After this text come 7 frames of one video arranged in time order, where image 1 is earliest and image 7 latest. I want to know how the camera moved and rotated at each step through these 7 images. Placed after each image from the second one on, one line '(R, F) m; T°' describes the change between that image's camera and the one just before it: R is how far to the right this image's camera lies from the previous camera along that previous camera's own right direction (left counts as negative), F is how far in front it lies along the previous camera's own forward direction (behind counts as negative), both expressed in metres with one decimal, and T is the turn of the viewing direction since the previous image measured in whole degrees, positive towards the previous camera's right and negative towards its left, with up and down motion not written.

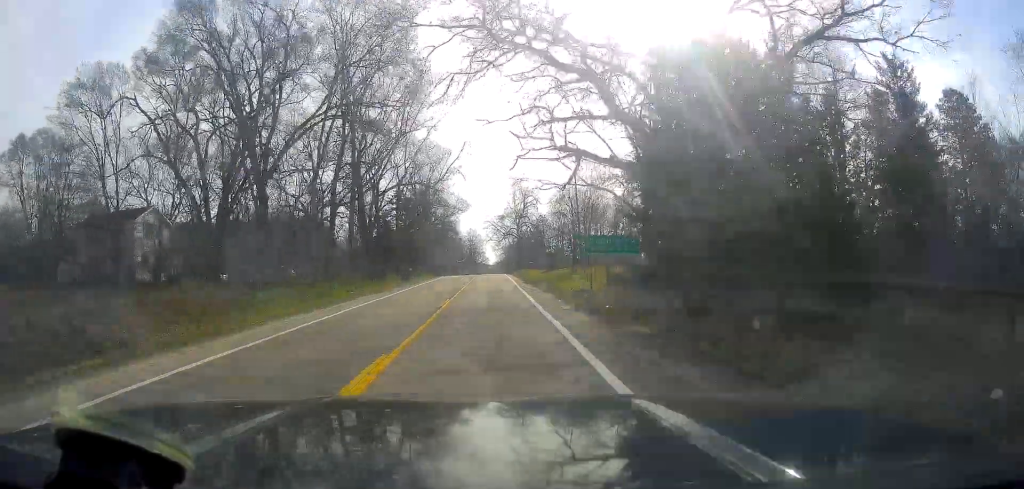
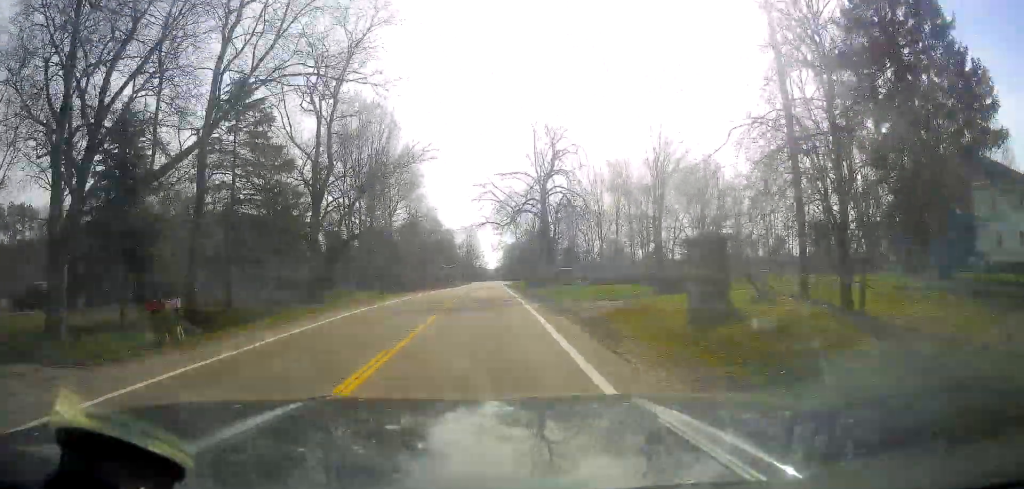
(-0.7, +45.2) m; 0°
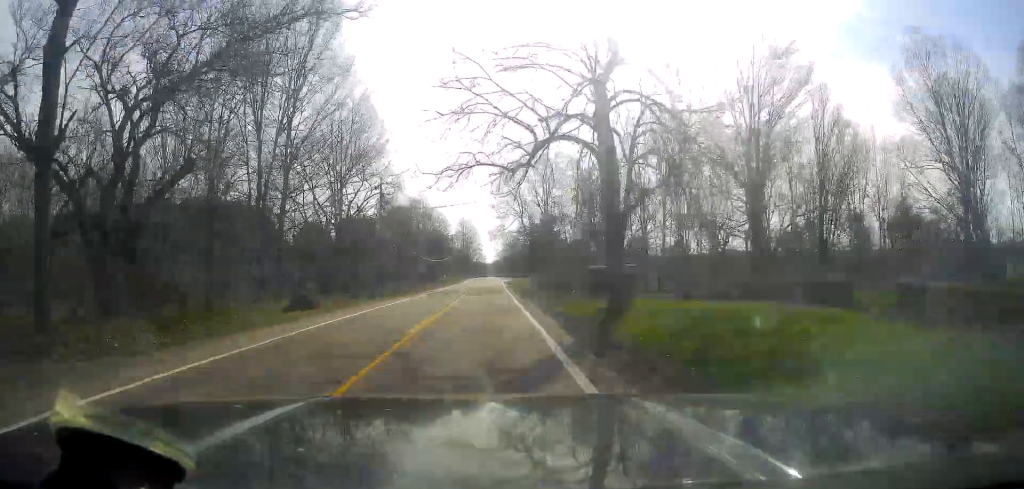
(+0.5, +23.4) m; 0°
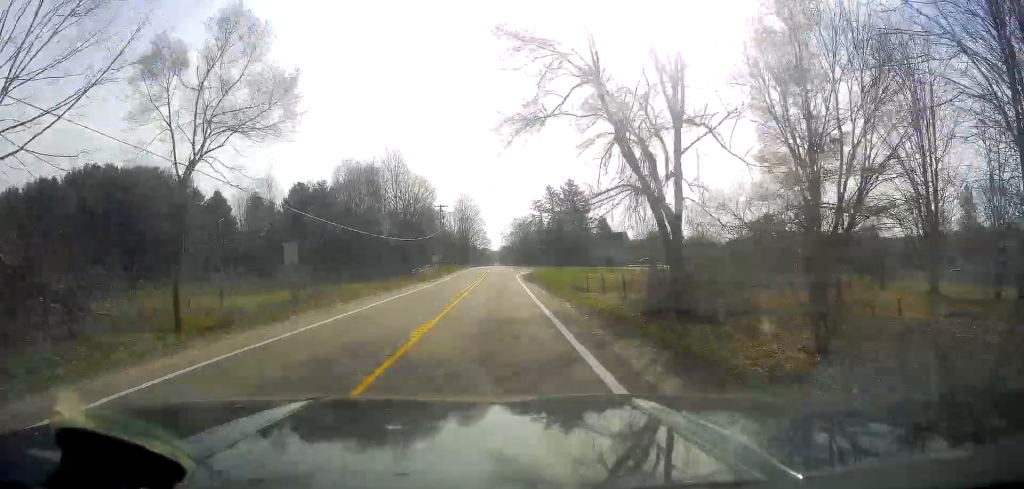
(-1.0, +47.6) m; 0°
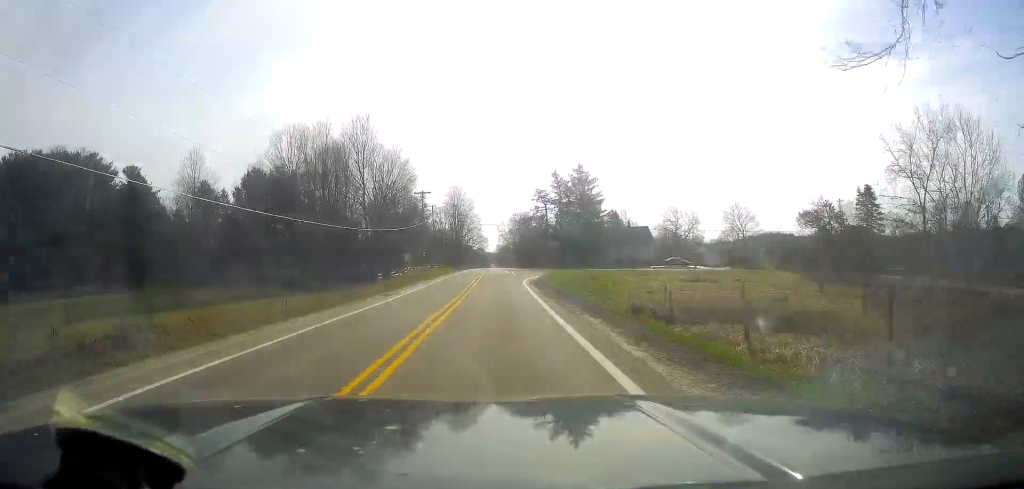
(+0.5, +21.5) m; +1°
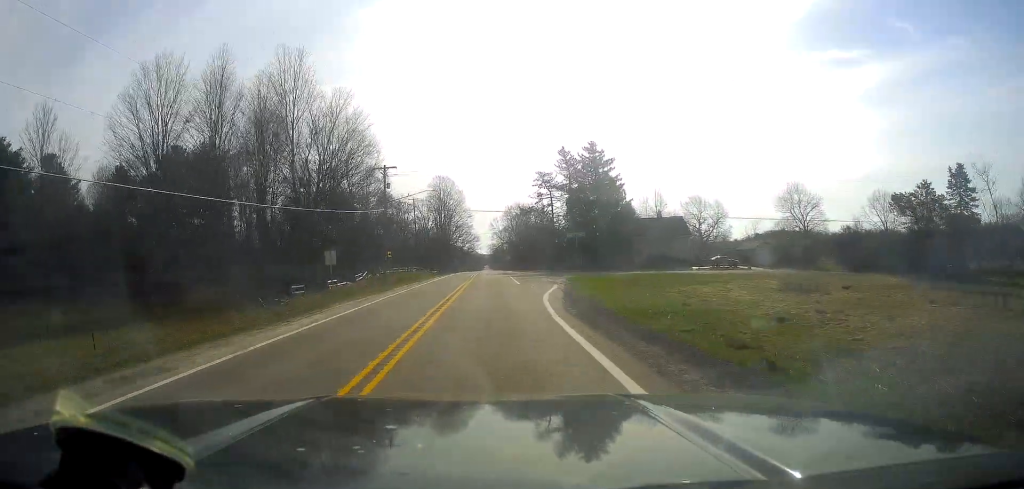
(0.0, +24.2) m; -1°
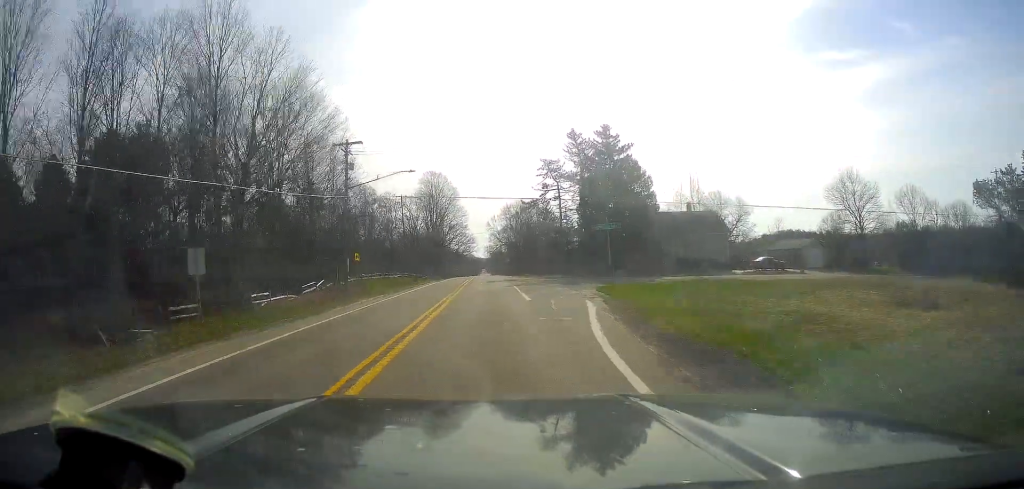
(-0.2, +14.5) m; 0°
